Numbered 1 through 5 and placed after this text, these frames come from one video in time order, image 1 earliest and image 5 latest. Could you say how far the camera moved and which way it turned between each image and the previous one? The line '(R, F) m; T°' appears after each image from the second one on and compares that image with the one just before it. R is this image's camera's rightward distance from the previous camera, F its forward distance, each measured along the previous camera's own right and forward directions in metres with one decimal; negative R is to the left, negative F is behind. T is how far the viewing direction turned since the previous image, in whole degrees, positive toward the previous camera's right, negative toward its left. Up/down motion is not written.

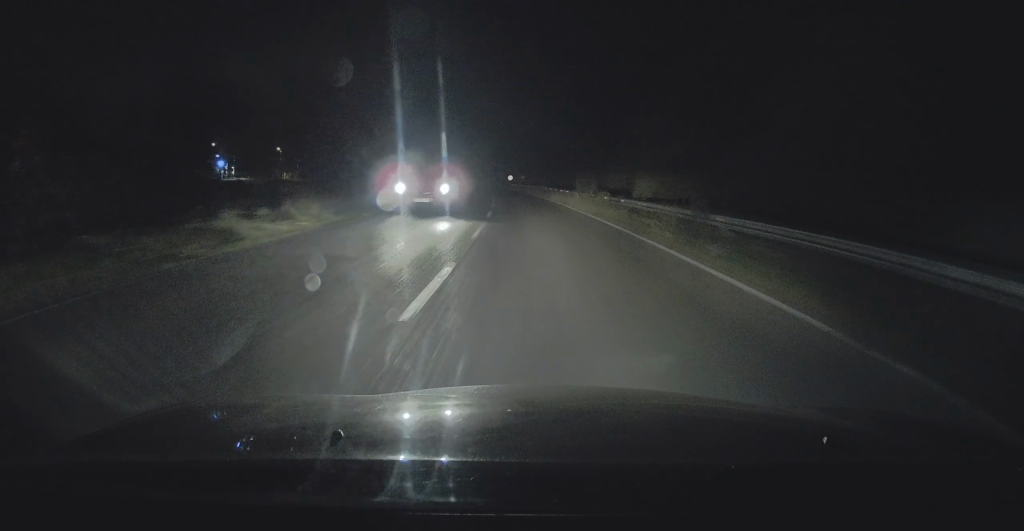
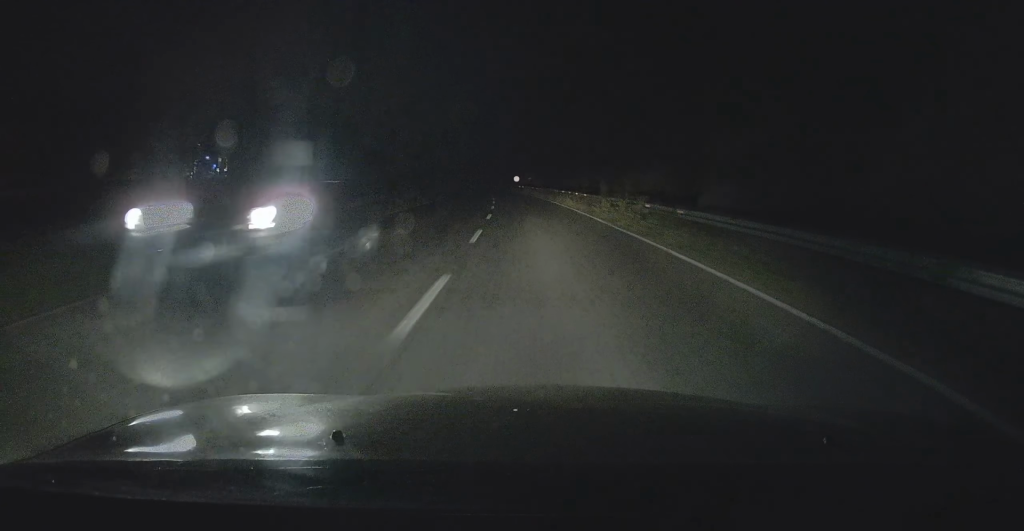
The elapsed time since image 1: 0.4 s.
(-0.1, +8.2) m; -1°
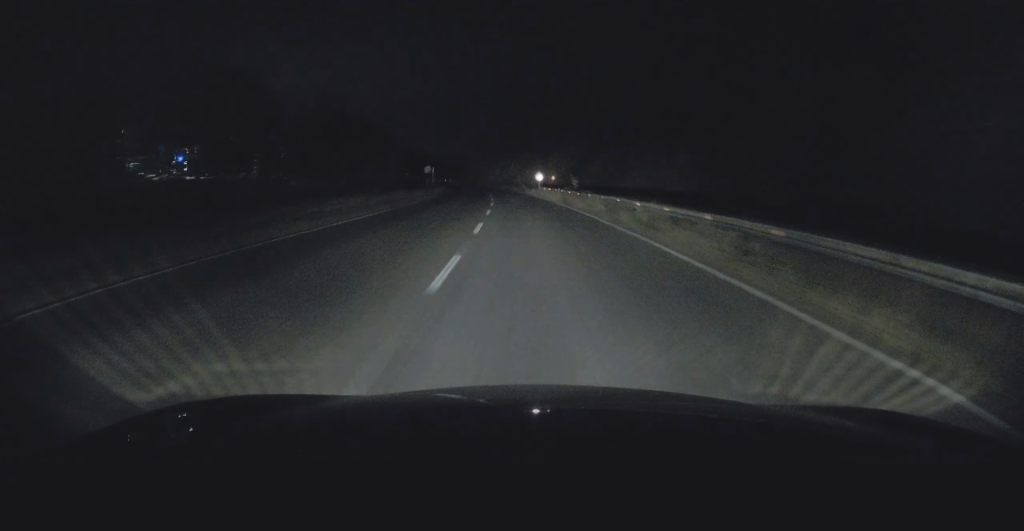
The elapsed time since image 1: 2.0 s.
(-0.7, +28.8) m; -2°
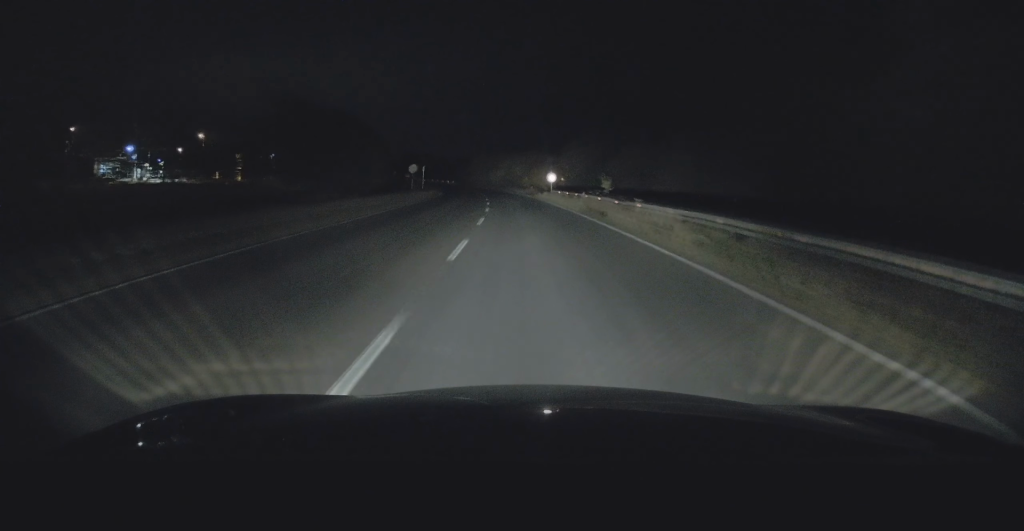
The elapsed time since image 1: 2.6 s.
(0.0, +12.4) m; -1°
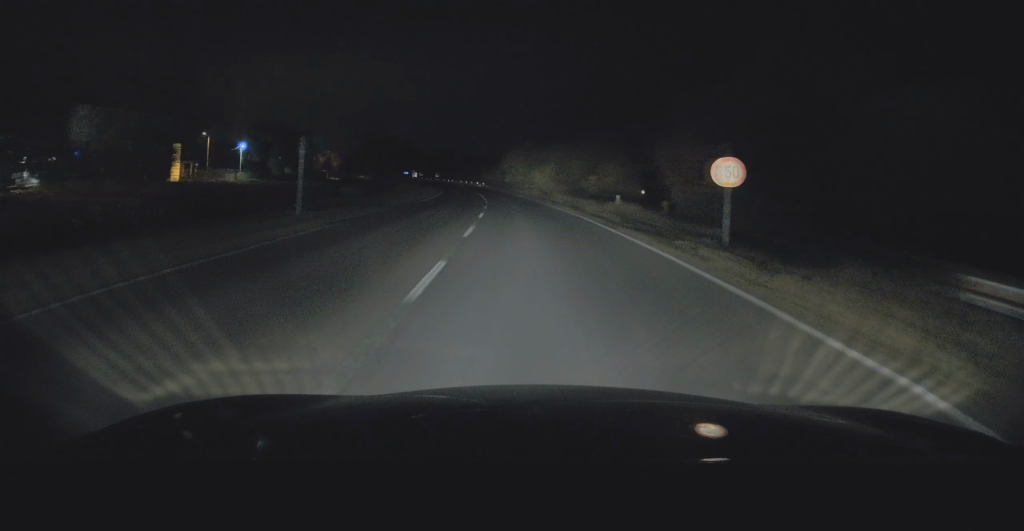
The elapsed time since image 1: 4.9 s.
(-1.6, +41.9) m; -4°
